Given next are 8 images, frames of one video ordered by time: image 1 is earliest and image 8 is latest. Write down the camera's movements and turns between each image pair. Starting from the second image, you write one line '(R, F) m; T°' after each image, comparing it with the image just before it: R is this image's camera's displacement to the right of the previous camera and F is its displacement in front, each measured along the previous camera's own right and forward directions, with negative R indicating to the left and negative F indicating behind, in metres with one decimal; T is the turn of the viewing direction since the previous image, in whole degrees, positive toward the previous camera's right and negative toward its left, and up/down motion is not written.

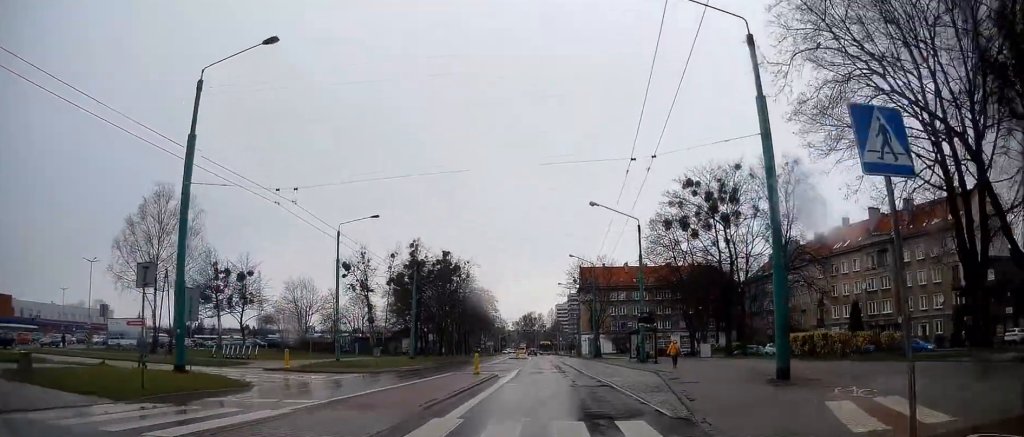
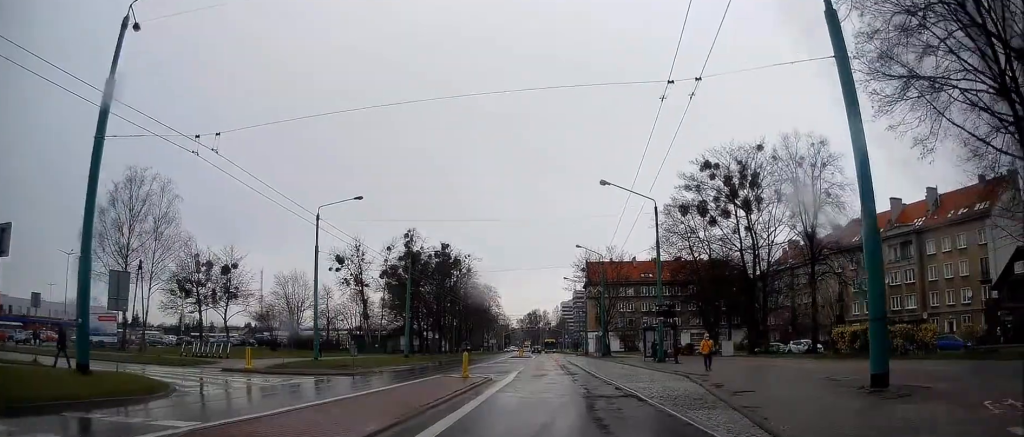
(0.0, +5.1) m; 0°
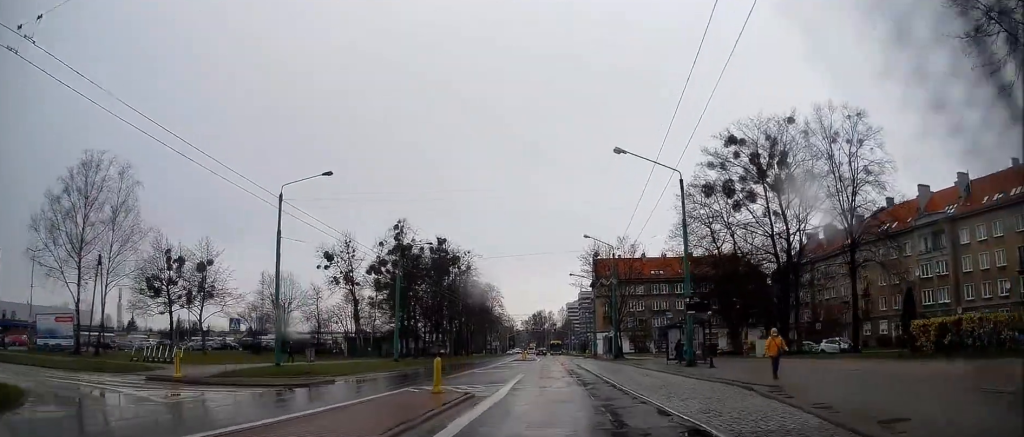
(+0.1, +6.4) m; 0°
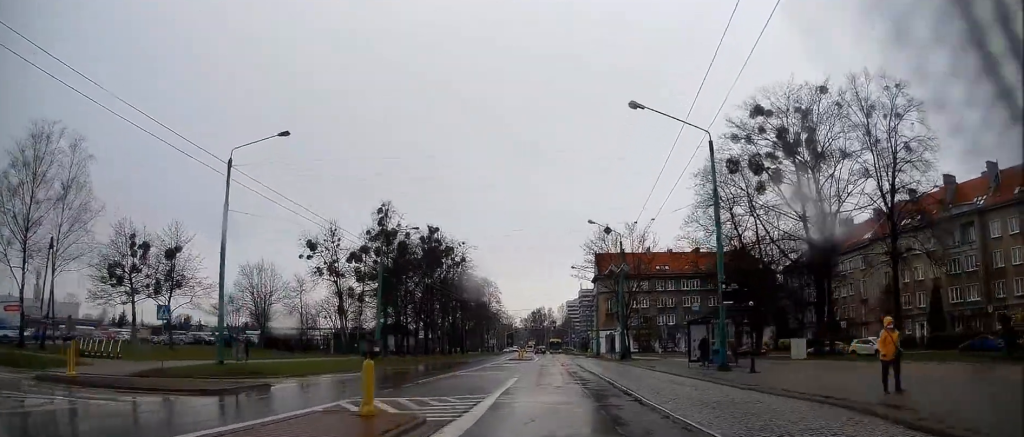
(0.0, +5.8) m; -1°
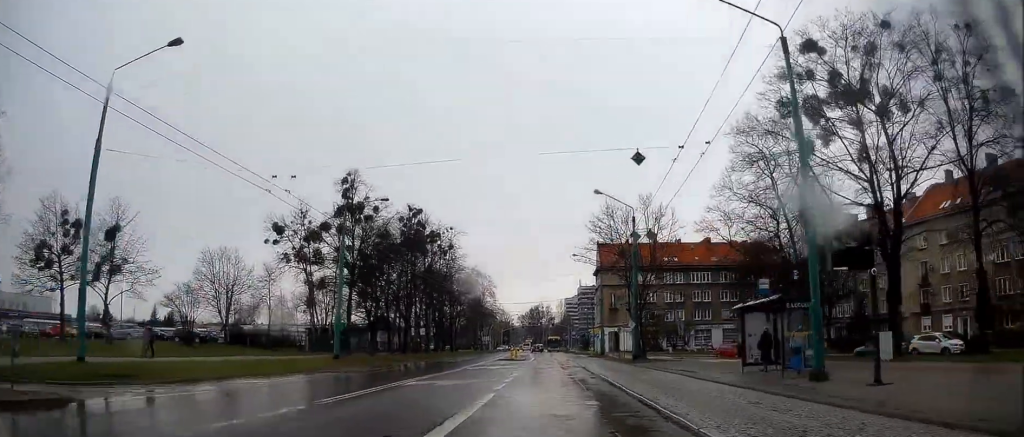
(-0.1, +9.0) m; -2°
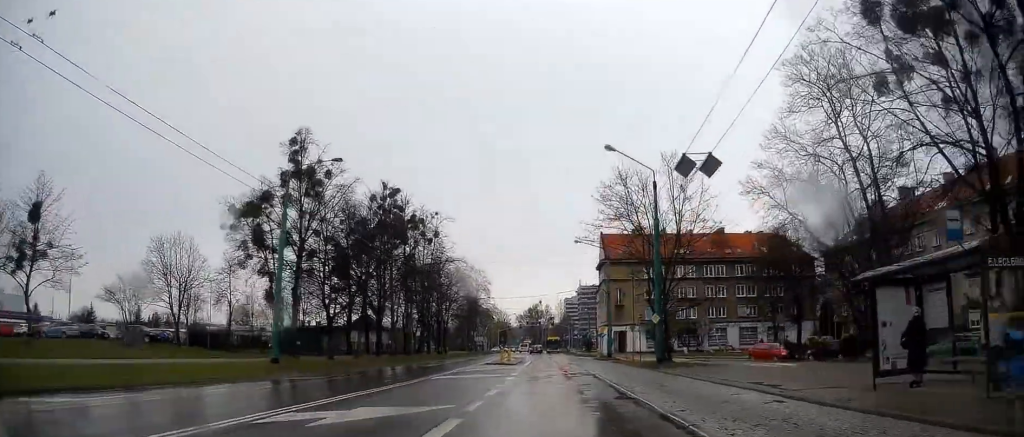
(-0.1, +9.5) m; 0°
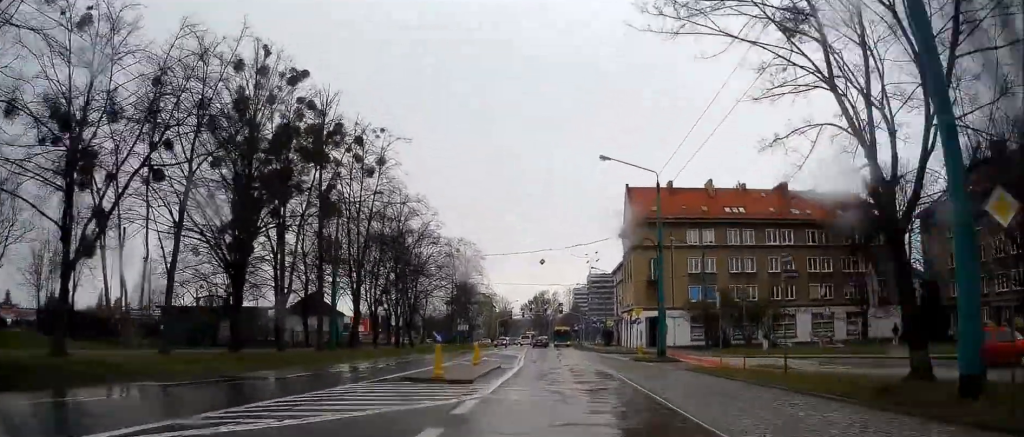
(+0.1, +25.9) m; -1°
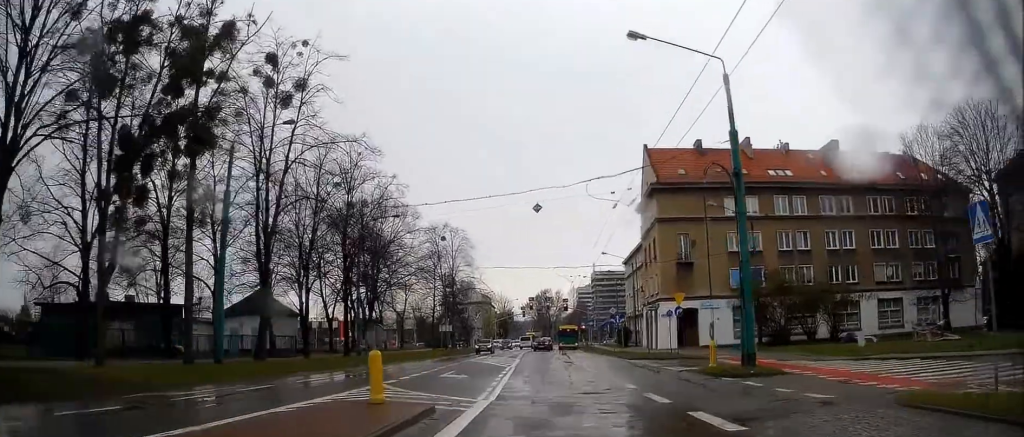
(-0.2, +15.4) m; 0°
